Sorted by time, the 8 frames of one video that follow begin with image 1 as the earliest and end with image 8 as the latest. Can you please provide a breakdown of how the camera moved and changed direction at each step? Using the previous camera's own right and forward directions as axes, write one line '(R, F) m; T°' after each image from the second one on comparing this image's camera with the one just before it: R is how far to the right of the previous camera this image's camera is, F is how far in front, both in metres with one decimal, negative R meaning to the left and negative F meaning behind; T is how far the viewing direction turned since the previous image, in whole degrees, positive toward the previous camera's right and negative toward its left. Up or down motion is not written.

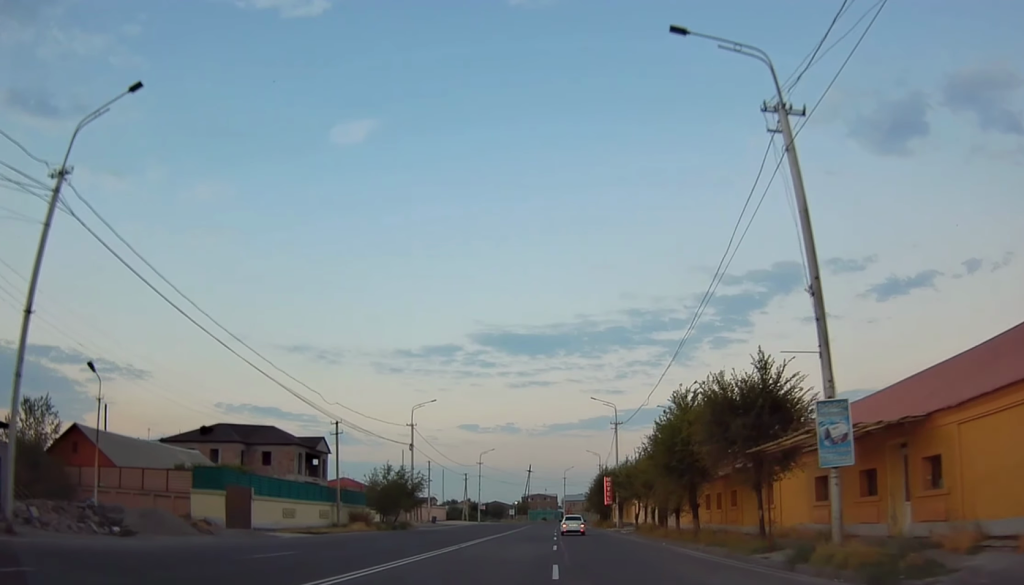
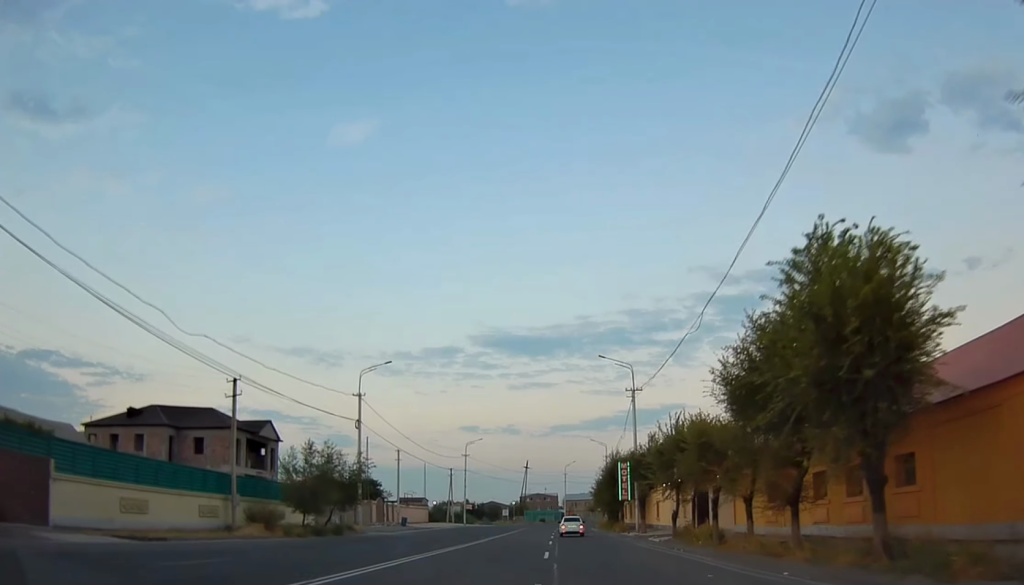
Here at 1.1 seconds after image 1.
(+0.3, +16.1) m; 0°
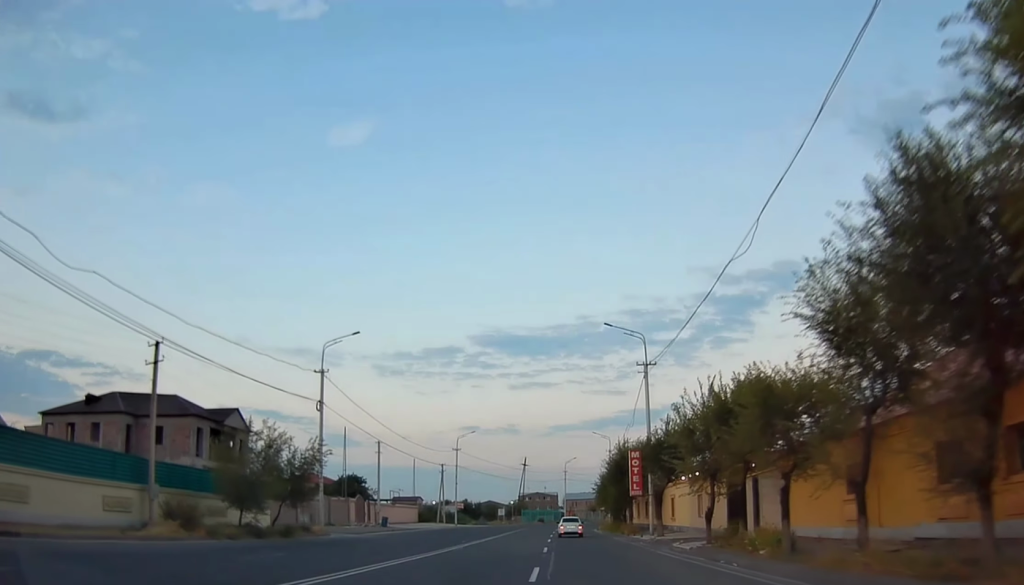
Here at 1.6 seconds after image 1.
(+0.2, +7.4) m; -1°
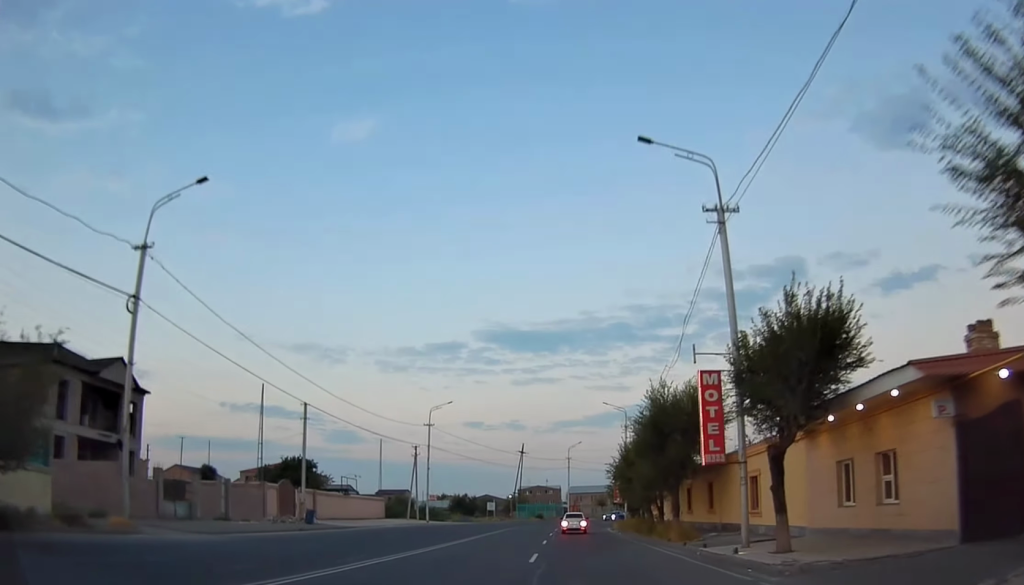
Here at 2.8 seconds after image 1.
(-0.5, +19.4) m; 0°
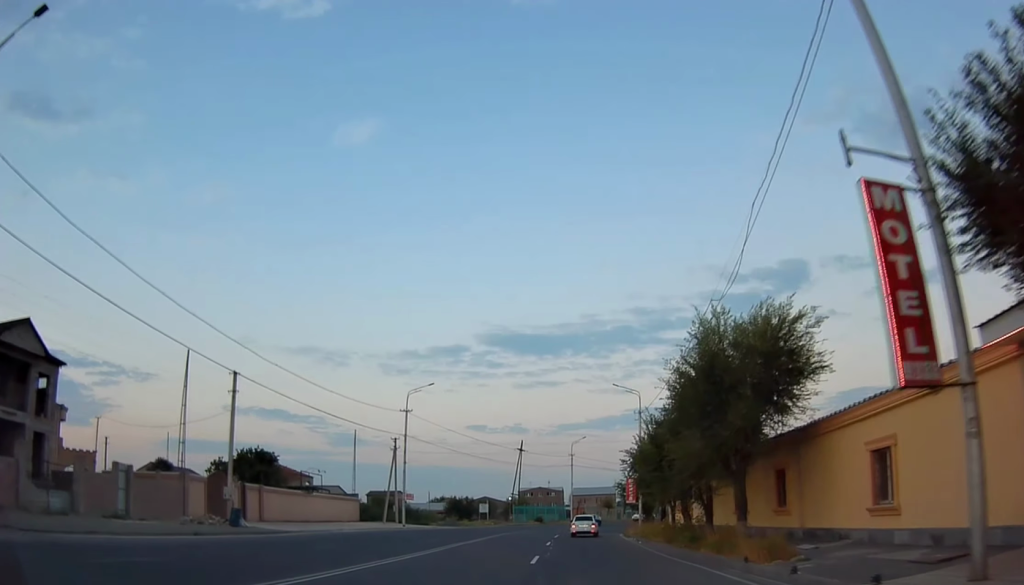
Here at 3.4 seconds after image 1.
(+0.6, +10.8) m; 0°
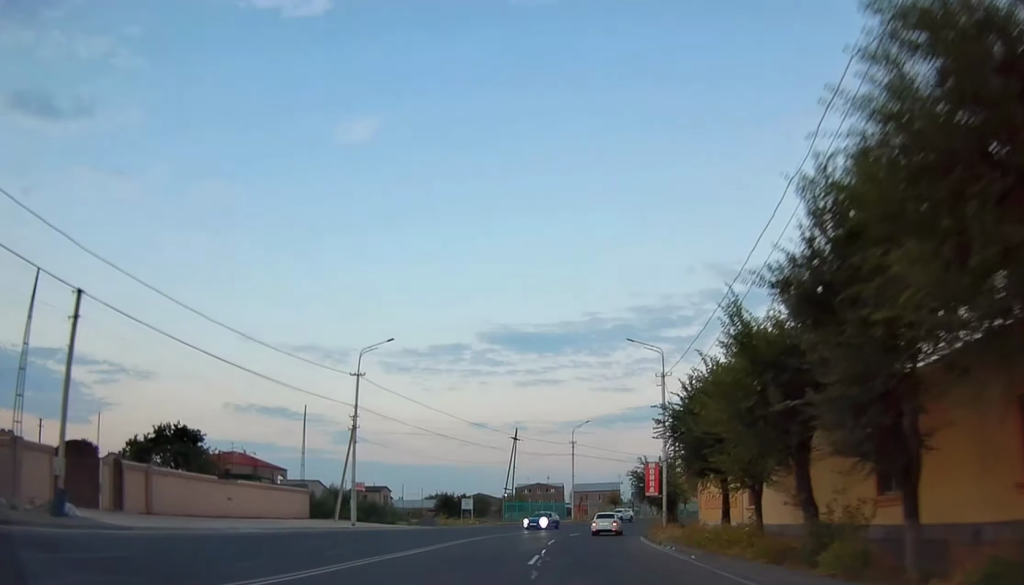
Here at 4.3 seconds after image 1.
(-0.6, +13.6) m; -1°
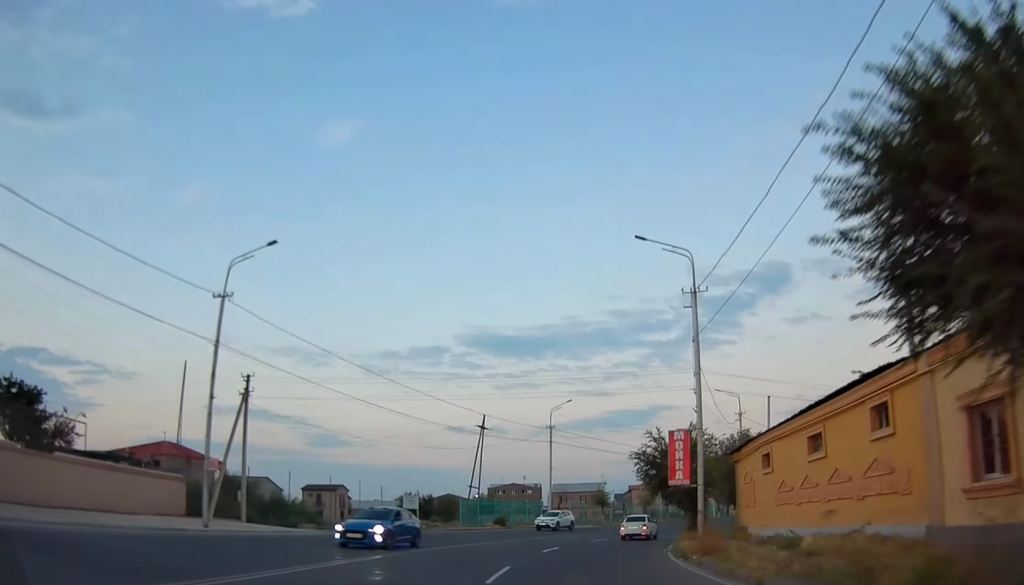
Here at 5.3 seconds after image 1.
(+0.1, +16.4) m; +2°
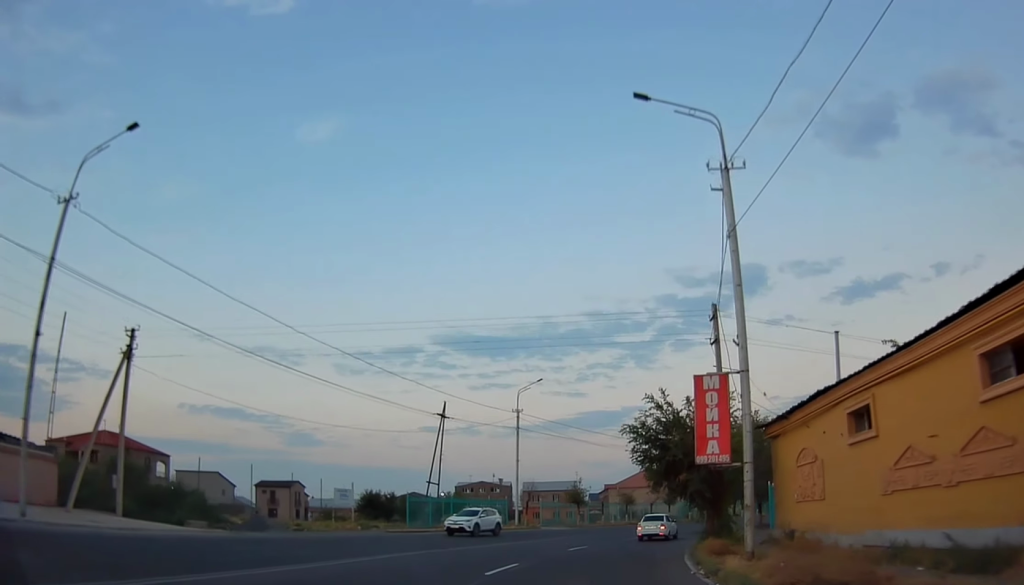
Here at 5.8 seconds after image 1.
(+0.2, +9.9) m; +2°
